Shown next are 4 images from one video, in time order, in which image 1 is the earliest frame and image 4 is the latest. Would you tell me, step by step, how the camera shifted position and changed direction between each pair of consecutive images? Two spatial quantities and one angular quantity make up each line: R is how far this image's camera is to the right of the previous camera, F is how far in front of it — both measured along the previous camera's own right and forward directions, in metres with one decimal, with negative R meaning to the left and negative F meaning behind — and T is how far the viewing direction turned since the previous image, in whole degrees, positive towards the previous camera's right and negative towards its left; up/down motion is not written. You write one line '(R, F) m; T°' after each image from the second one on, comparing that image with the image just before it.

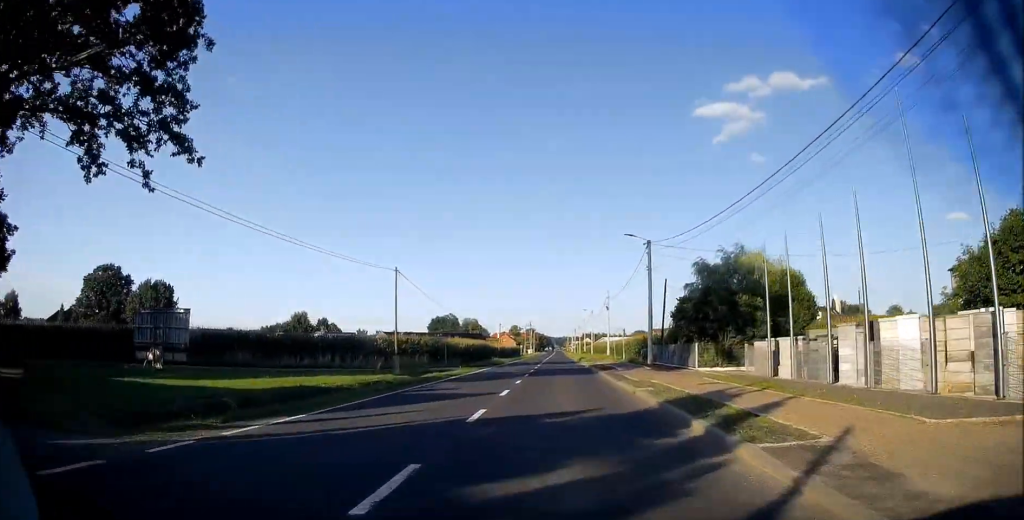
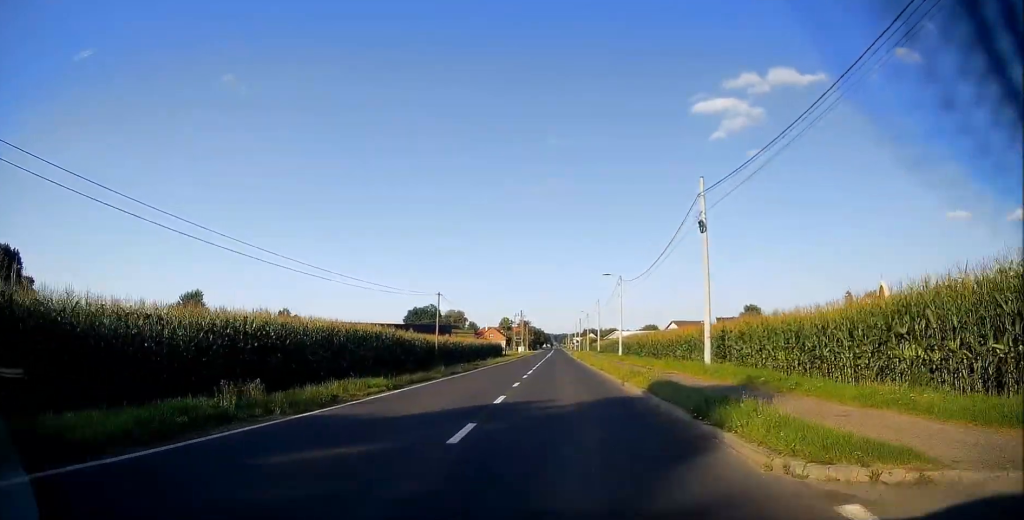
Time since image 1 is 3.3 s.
(+0.3, +51.3) m; 0°
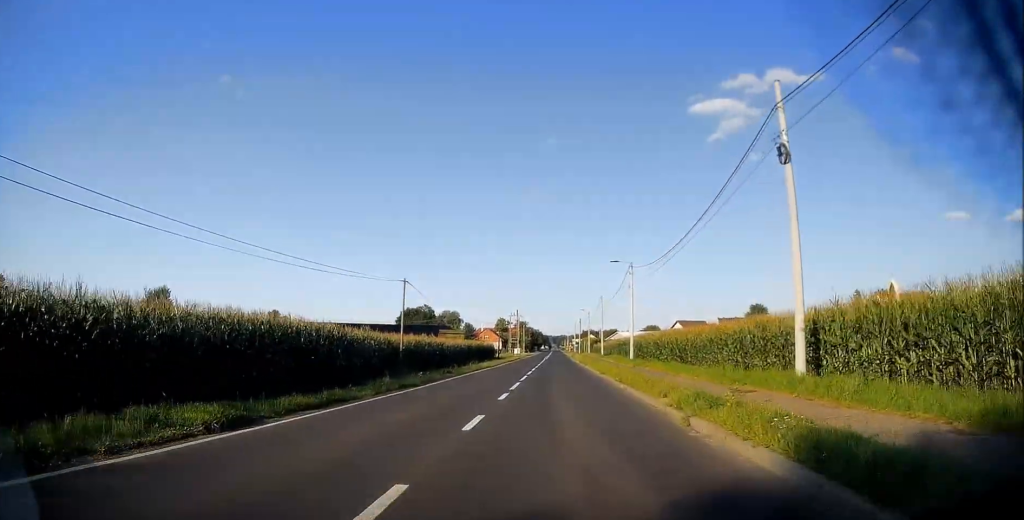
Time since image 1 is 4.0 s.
(-0.1, +8.4) m; 0°
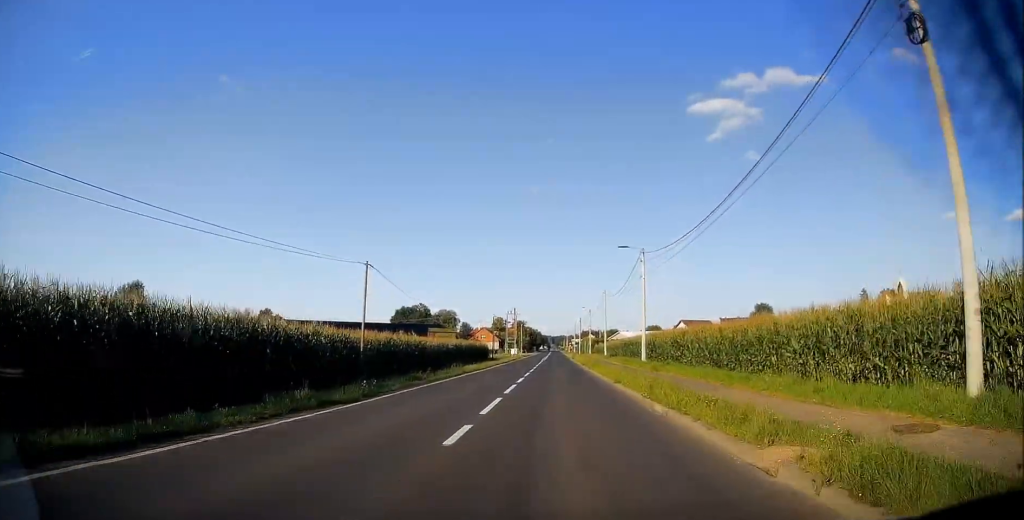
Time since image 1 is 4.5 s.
(0.0, +5.8) m; 0°
